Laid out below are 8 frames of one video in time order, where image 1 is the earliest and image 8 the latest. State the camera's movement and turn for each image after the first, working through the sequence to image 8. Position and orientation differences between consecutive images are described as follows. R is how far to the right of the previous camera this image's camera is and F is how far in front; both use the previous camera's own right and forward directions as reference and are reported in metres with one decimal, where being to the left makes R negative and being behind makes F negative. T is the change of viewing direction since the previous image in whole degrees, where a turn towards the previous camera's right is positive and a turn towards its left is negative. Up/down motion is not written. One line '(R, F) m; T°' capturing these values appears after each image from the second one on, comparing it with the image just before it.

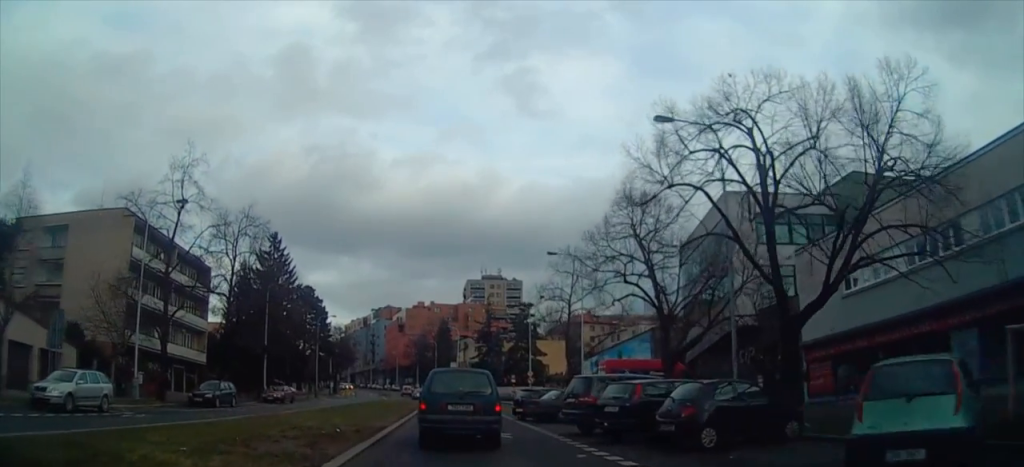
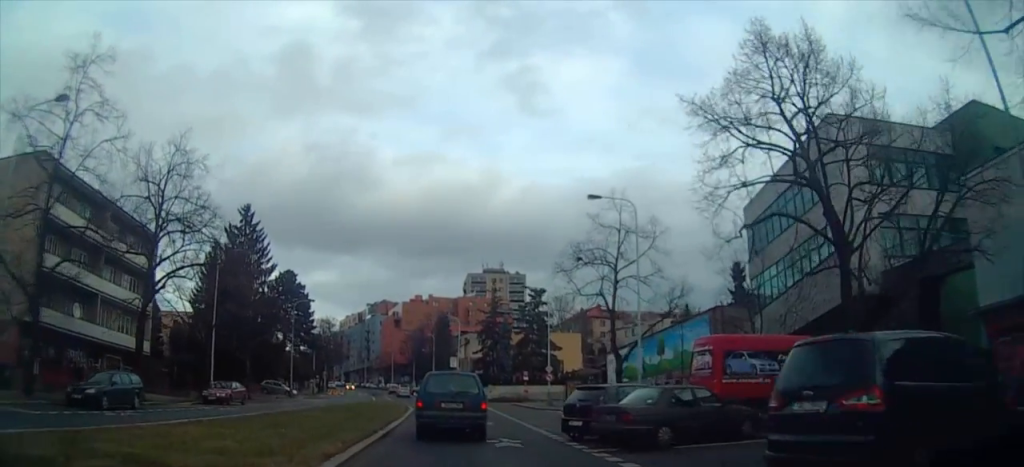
(-0.2, +10.8) m; -1°
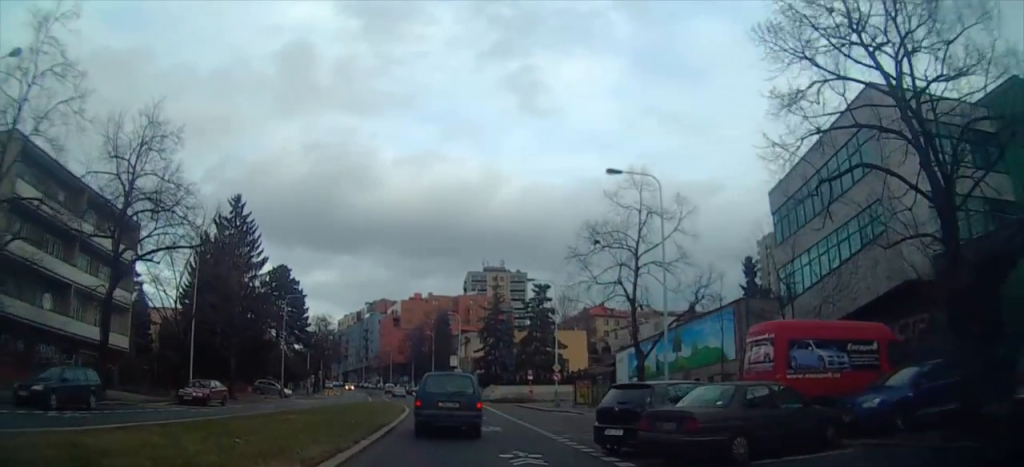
(0.0, +3.2) m; 0°
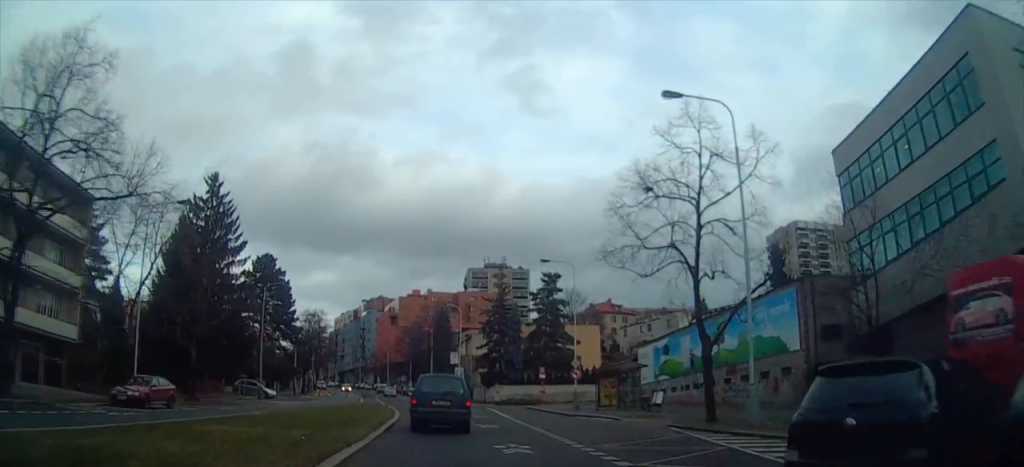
(0.0, +6.4) m; -1°
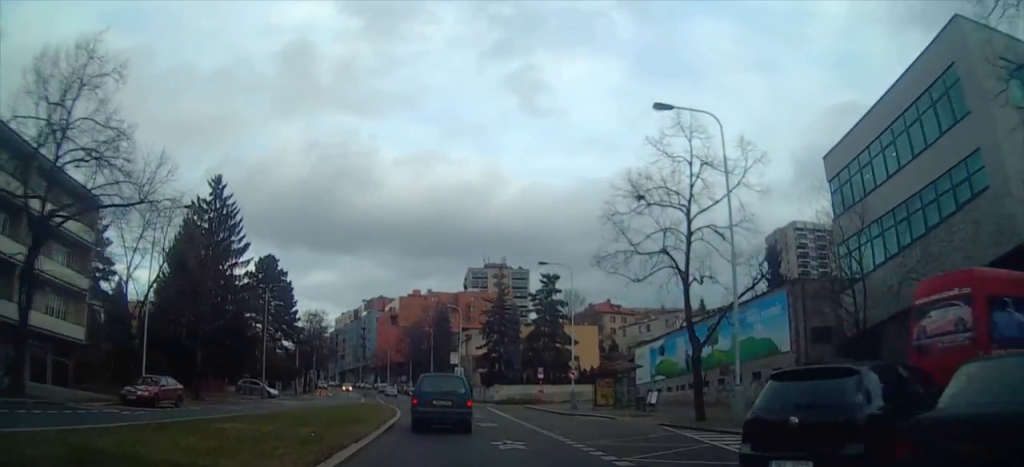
(0.0, +4.1) m; -1°
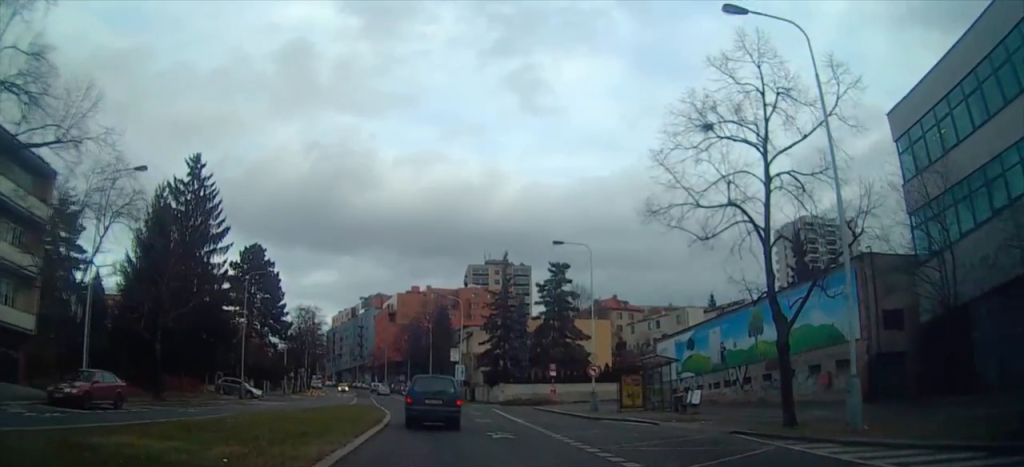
(-0.1, +5.7) m; -1°
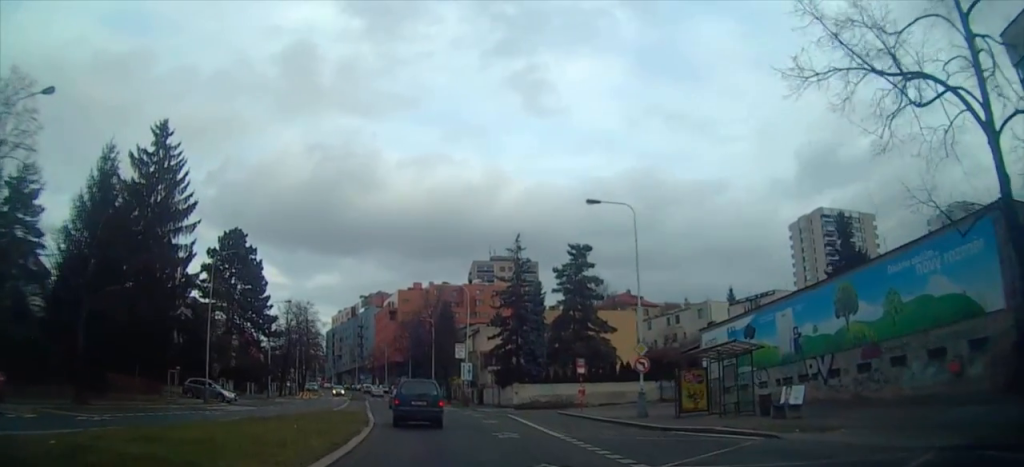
(-0.1, +8.2) m; -1°
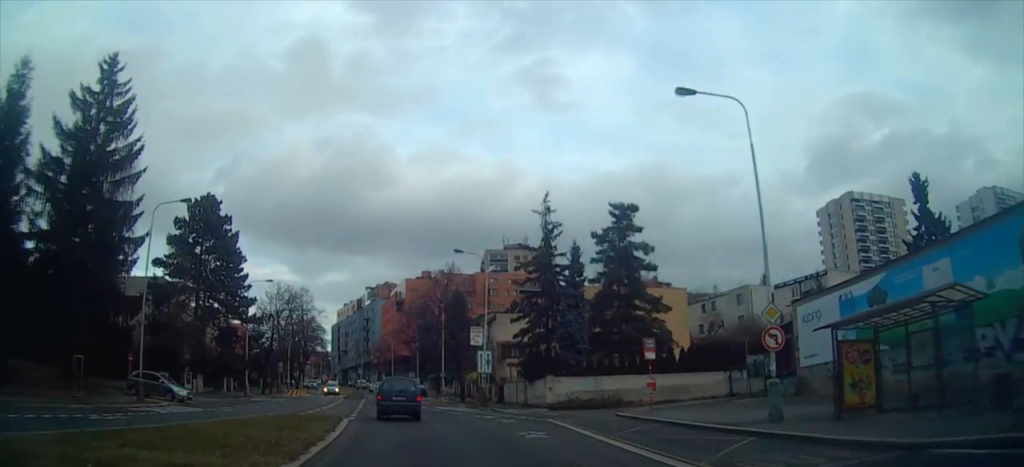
(0.0, +10.8) m; -1°
